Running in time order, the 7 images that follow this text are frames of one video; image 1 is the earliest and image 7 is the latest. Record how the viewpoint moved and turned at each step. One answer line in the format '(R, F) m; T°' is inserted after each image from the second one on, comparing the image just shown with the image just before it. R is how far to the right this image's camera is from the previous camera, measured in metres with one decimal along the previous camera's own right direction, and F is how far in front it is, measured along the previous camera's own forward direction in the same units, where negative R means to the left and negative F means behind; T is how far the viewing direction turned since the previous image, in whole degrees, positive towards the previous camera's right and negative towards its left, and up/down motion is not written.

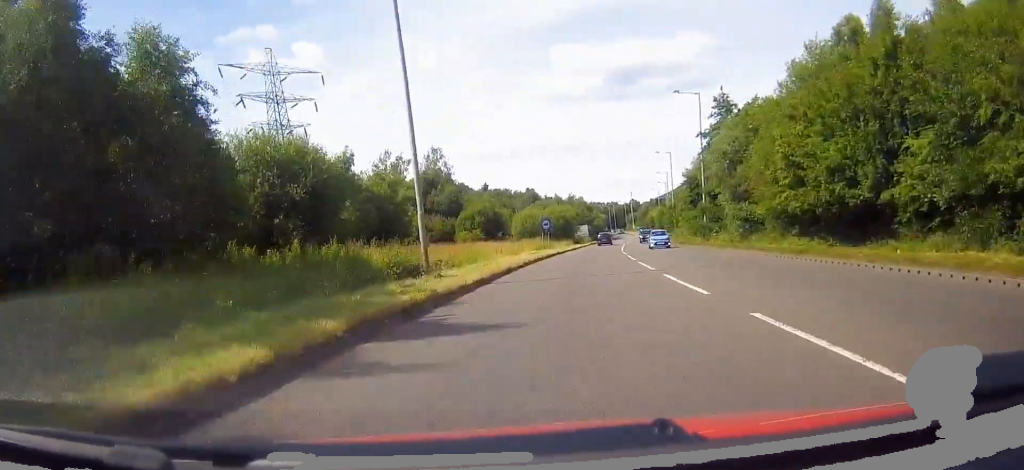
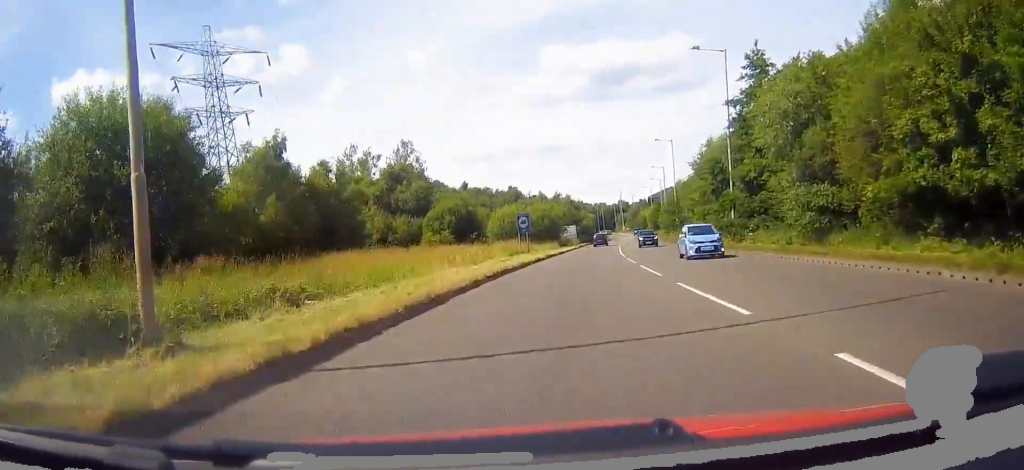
(+0.2, +12.8) m; +1°
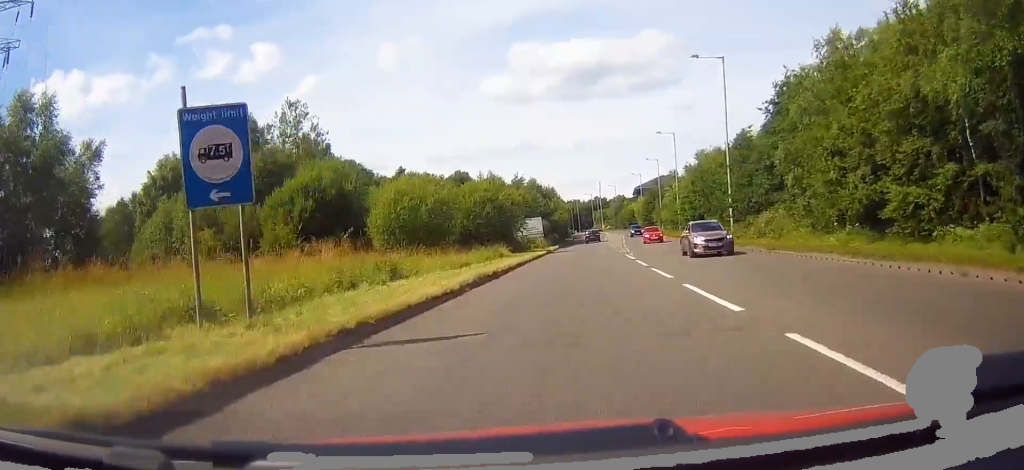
(+0.4, +36.7) m; +2°
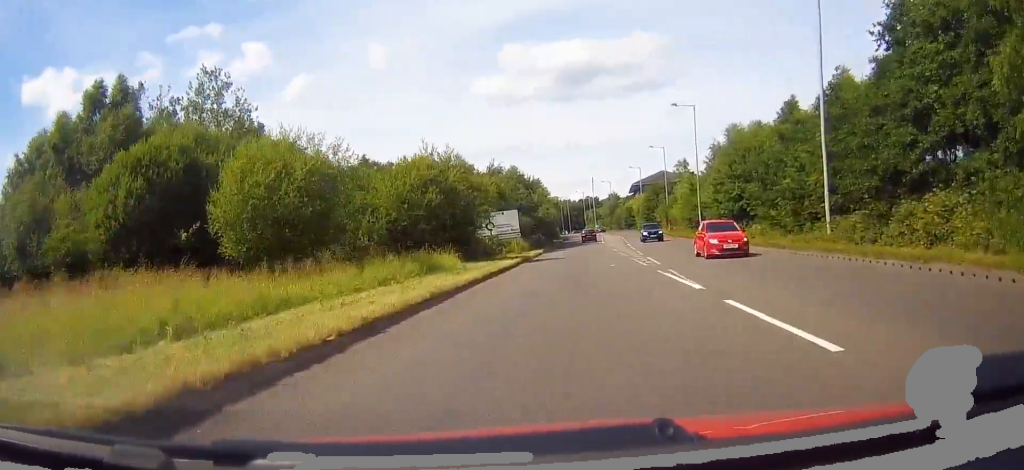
(+0.3, +17.8) m; +1°
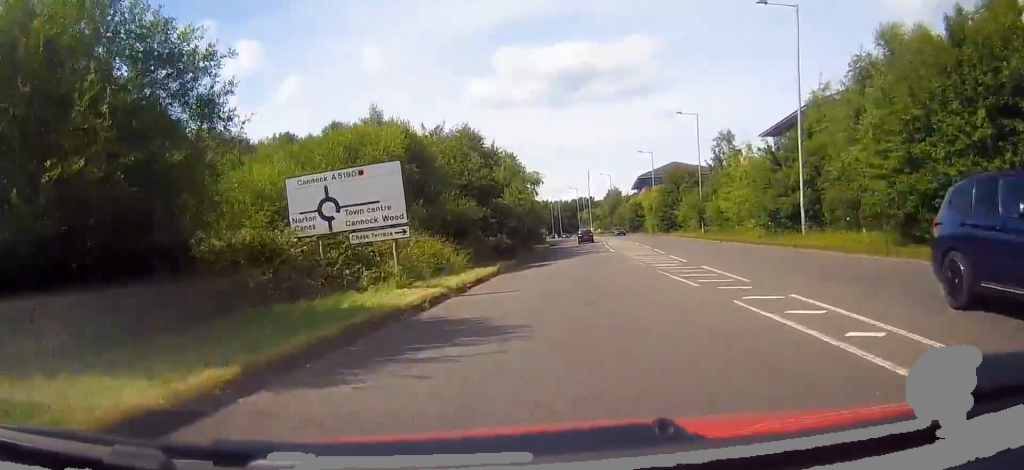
(+0.4, +28.8) m; +1°
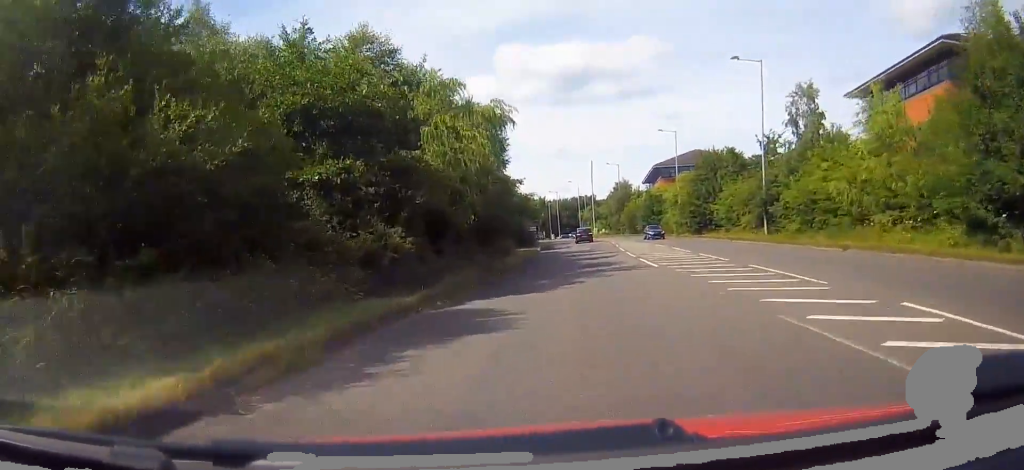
(-0.1, +20.7) m; 0°
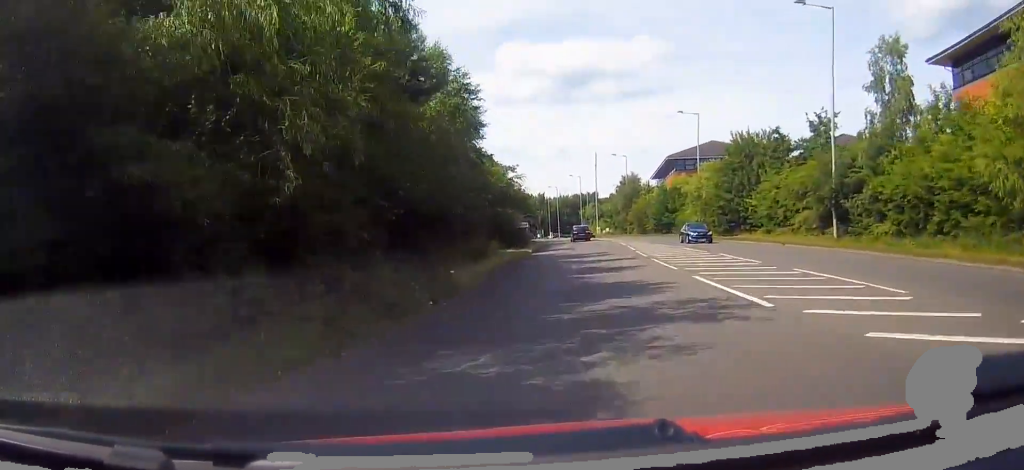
(0.0, +11.7) m; 0°
